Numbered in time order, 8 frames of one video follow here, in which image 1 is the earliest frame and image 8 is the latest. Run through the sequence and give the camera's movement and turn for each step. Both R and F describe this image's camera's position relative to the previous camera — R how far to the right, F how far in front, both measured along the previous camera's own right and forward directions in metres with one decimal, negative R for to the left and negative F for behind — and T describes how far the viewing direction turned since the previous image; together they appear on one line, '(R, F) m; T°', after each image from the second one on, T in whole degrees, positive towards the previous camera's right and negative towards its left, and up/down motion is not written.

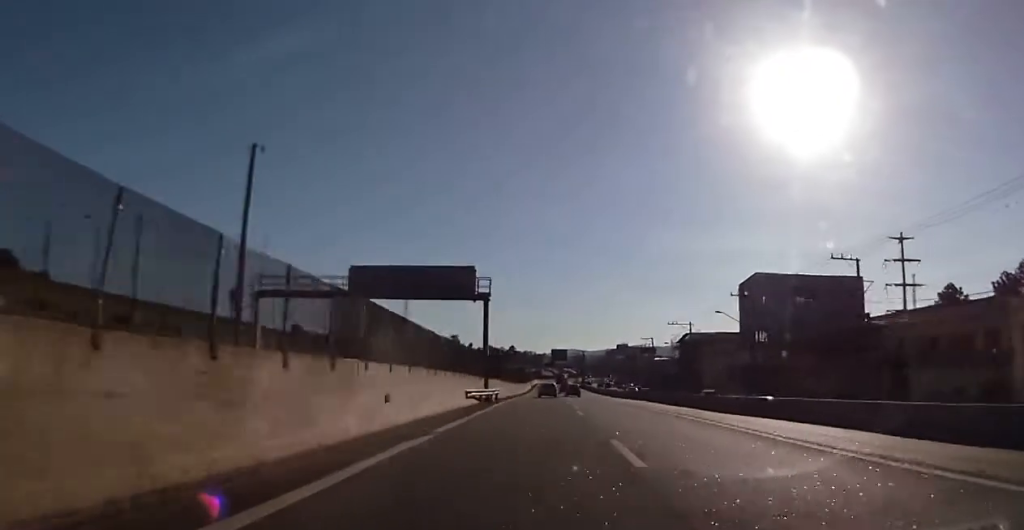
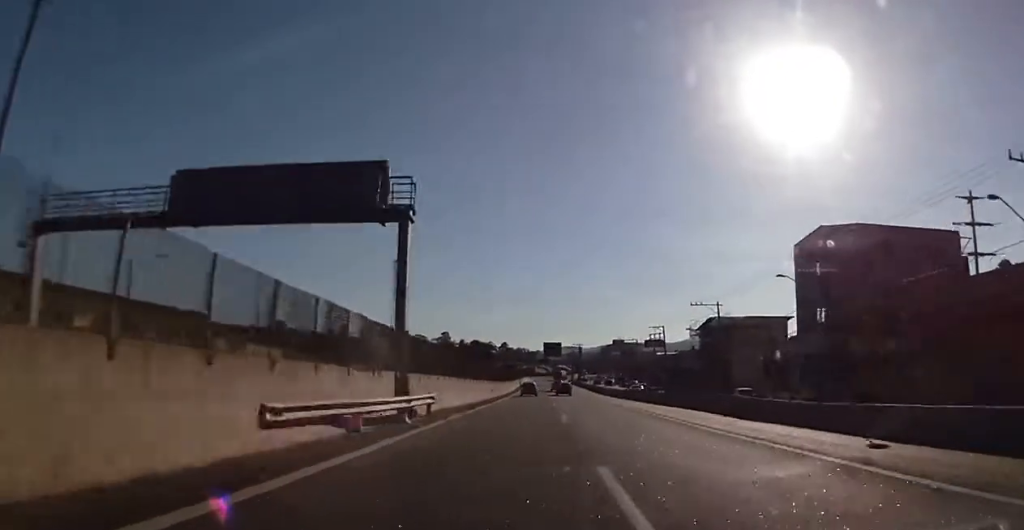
(0.0, +21.1) m; +1°
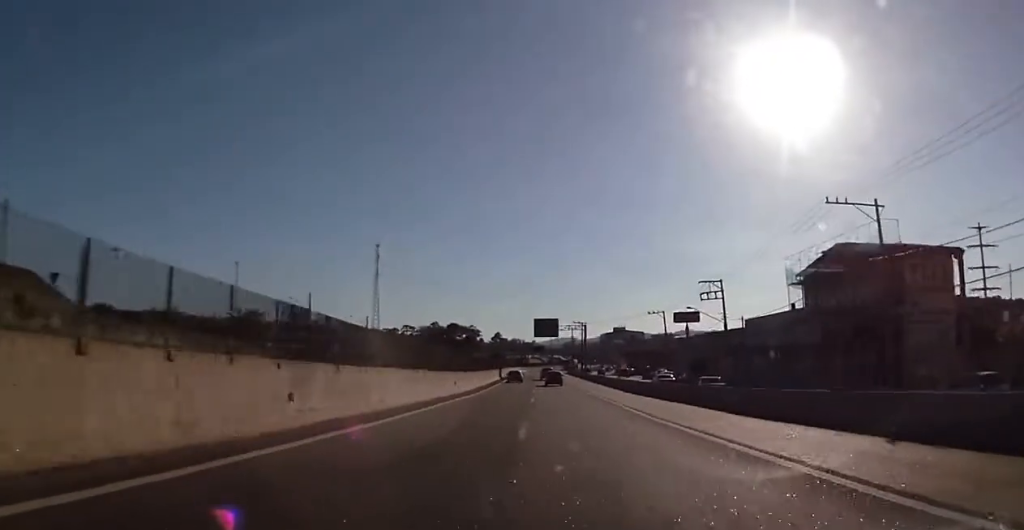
(+0.4, +41.1) m; 0°
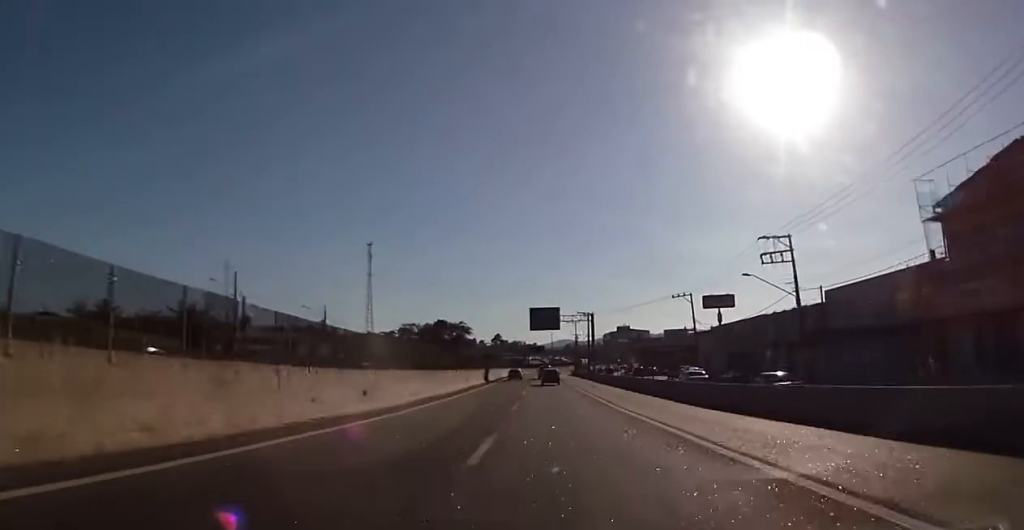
(-0.3, +21.0) m; -1°
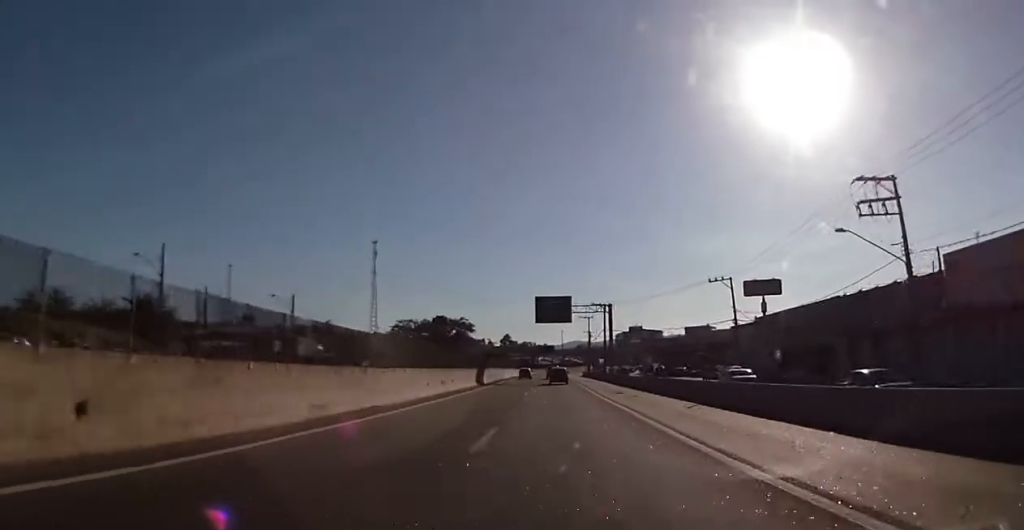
(-0.1, +15.0) m; +1°
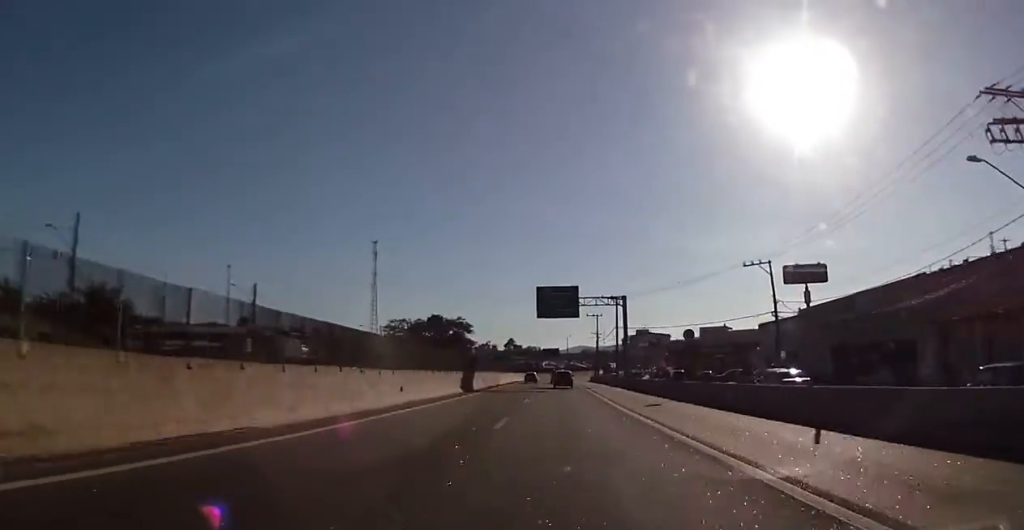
(+0.1, +11.7) m; 0°
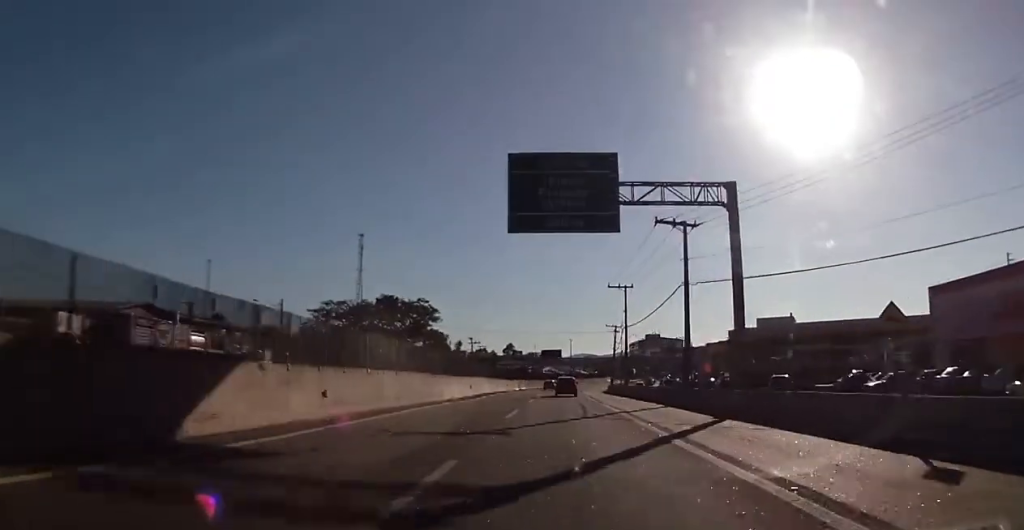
(-0.1, +41.9) m; -1°
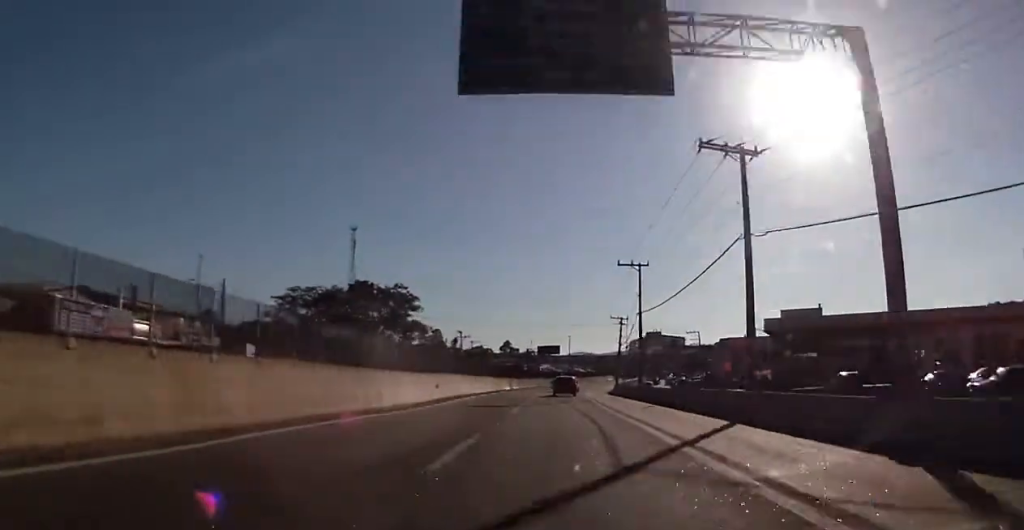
(0.0, +12.9) m; 0°
